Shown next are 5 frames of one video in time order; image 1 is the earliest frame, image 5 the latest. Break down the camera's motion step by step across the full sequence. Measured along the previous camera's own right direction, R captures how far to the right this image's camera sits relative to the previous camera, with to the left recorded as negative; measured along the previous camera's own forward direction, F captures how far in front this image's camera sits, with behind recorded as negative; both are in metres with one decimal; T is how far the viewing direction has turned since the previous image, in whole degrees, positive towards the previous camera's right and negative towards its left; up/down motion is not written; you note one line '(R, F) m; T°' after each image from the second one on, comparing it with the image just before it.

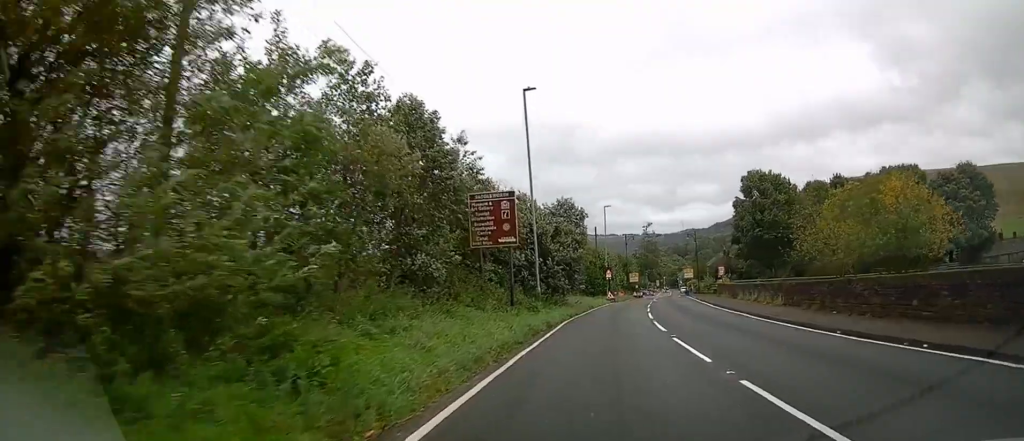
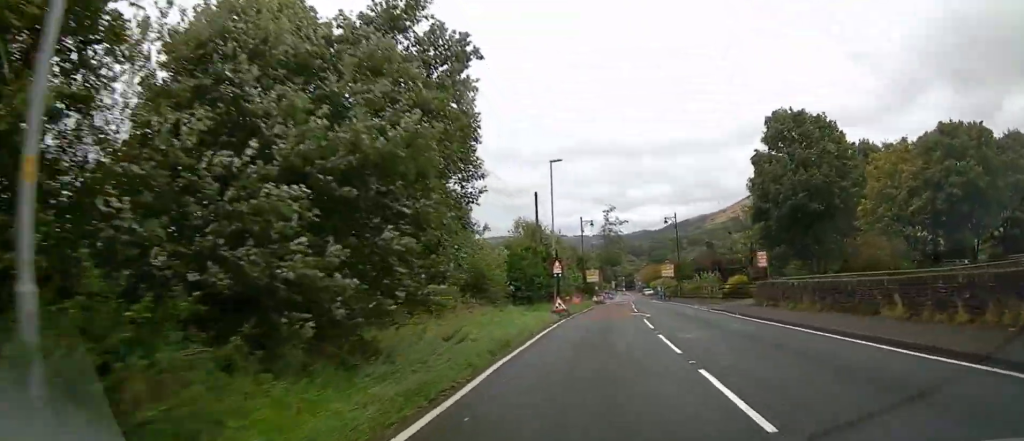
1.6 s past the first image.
(+0.7, +22.7) m; +4°
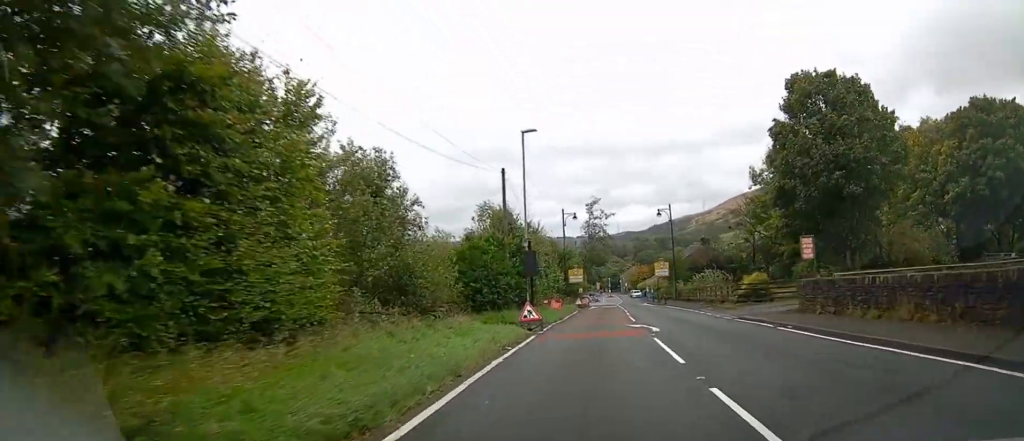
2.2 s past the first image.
(+0.2, +7.8) m; +2°
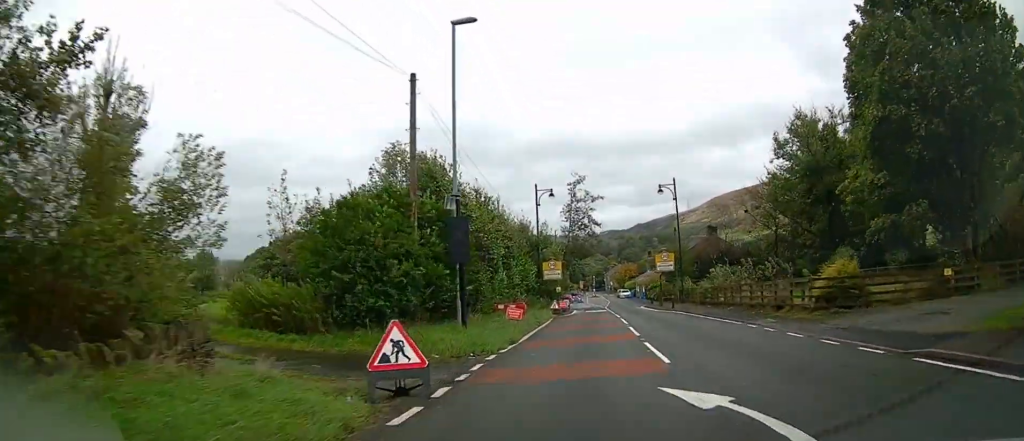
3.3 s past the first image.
(+0.4, +13.1) m; +2°
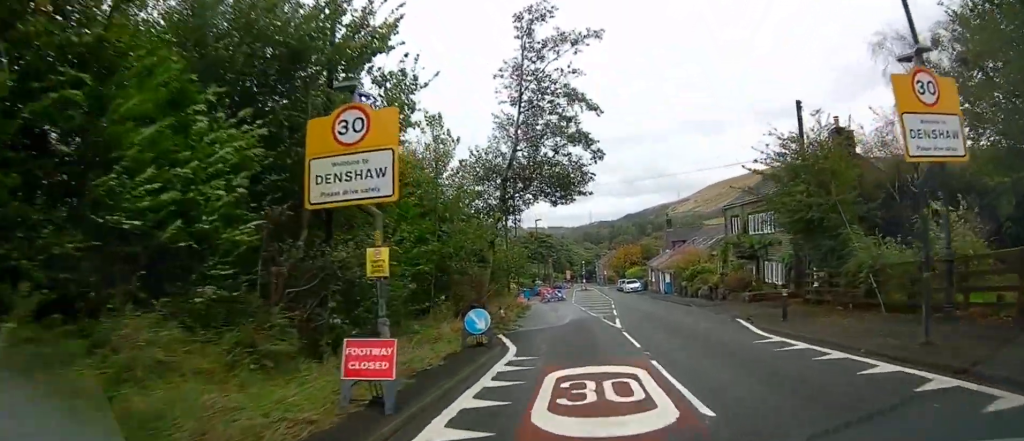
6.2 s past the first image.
(+0.7, +34.0) m; +1°
